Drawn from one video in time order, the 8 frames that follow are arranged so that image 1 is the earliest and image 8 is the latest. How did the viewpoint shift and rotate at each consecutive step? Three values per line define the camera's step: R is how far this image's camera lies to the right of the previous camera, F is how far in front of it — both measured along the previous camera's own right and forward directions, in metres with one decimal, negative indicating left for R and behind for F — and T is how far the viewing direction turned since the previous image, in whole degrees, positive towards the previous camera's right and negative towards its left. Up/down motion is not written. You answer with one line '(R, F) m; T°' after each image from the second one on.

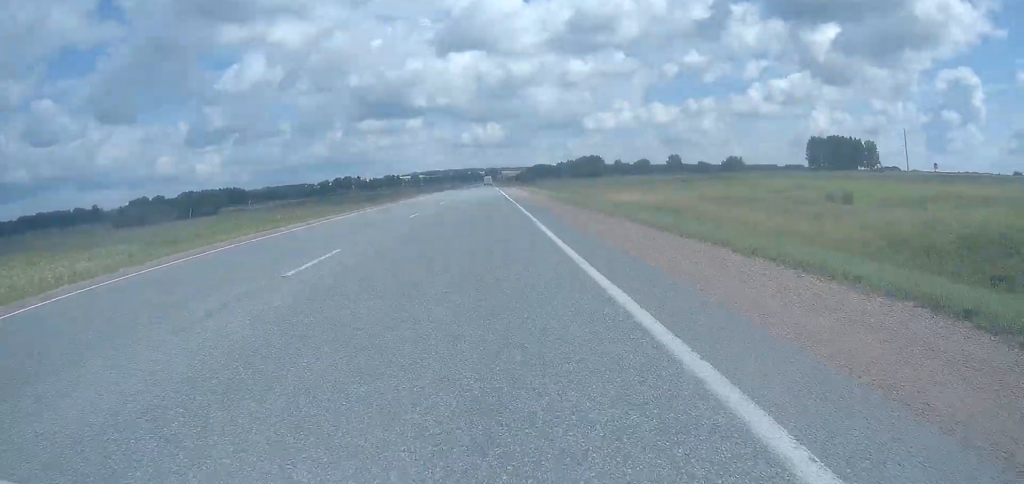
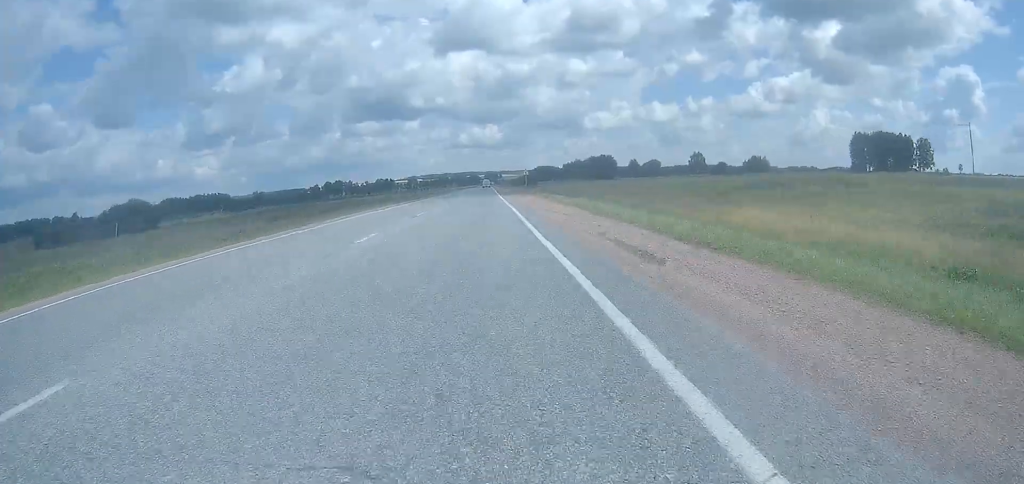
(0.0, +43.2) m; 0°
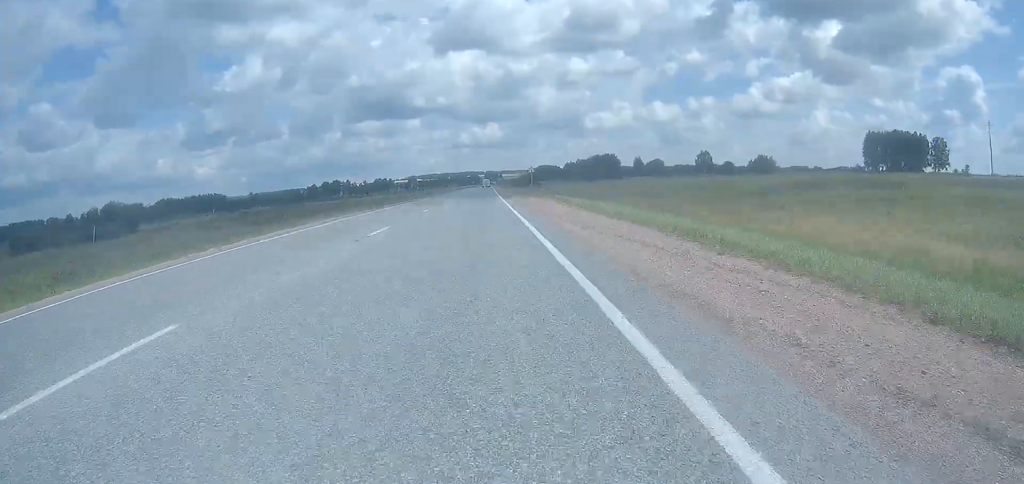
(0.0, +10.4) m; 0°
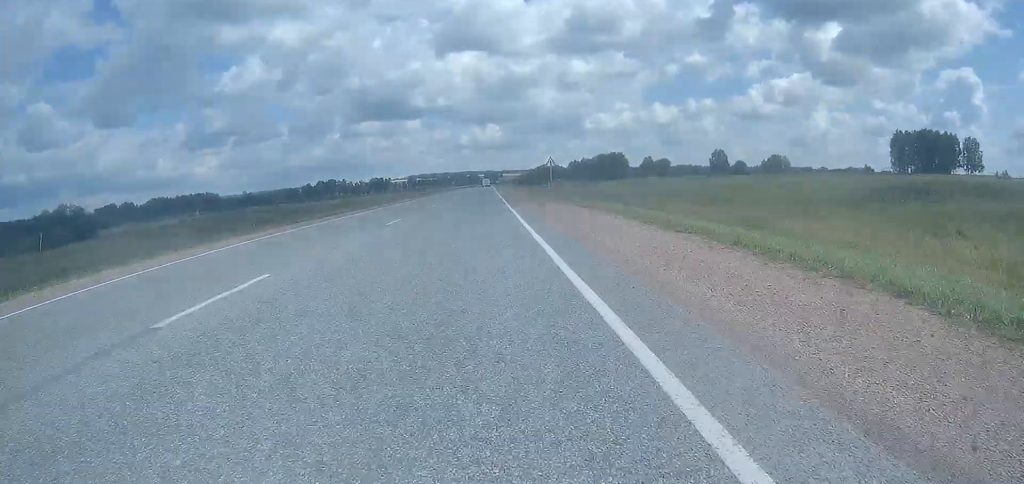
(0.0, +21.3) m; 0°
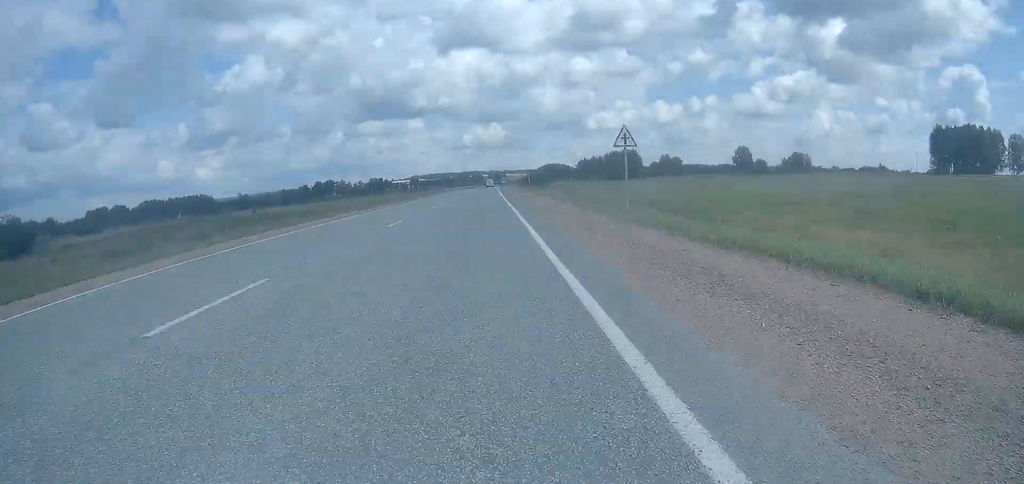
(+0.1, +24.0) m; 0°
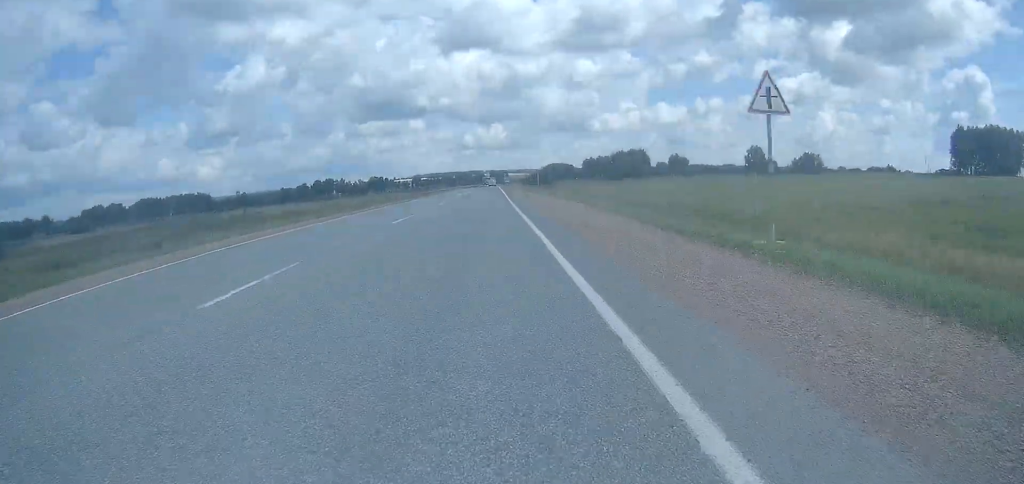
(0.0, +11.0) m; 0°
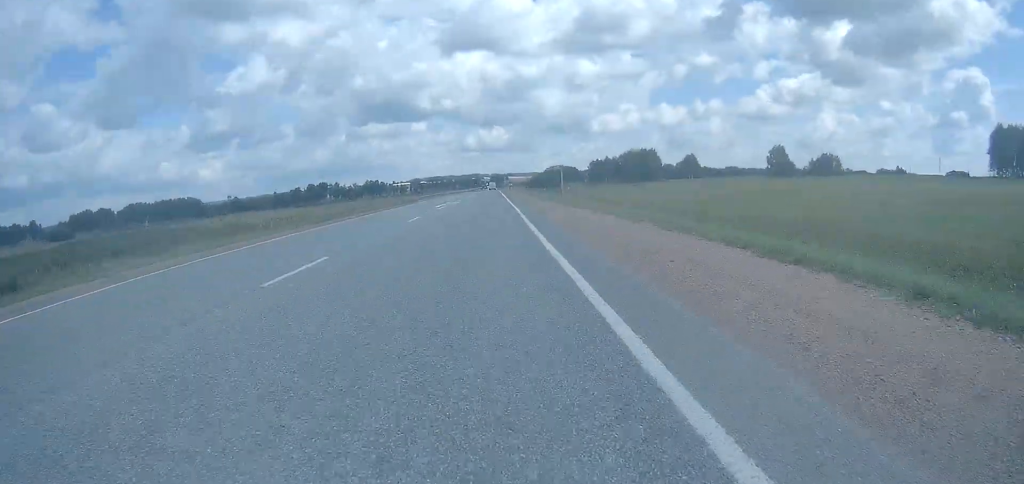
(-0.1, +22.4) m; 0°
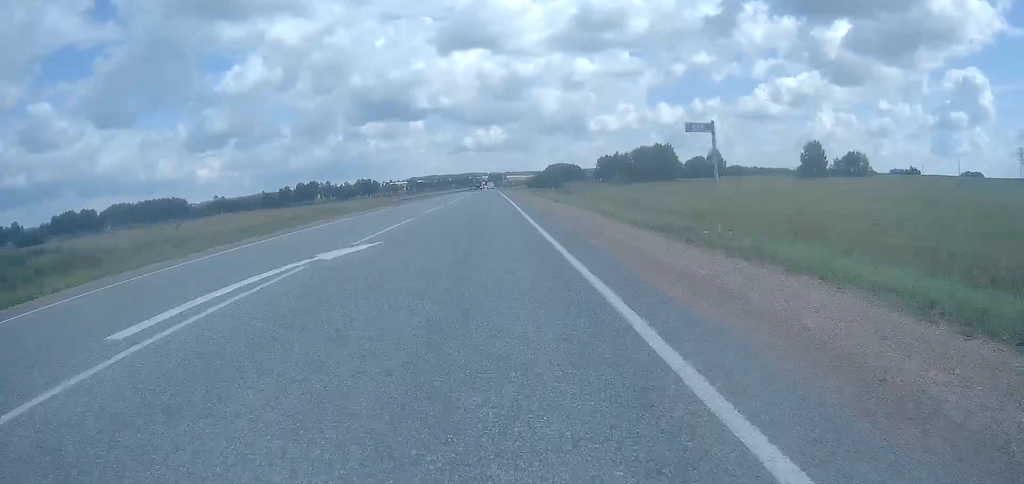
(+0.2, +28.9) m; 0°
